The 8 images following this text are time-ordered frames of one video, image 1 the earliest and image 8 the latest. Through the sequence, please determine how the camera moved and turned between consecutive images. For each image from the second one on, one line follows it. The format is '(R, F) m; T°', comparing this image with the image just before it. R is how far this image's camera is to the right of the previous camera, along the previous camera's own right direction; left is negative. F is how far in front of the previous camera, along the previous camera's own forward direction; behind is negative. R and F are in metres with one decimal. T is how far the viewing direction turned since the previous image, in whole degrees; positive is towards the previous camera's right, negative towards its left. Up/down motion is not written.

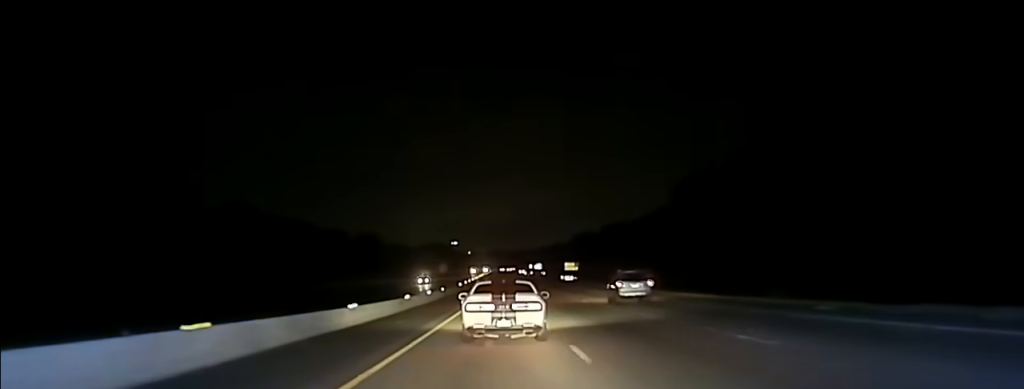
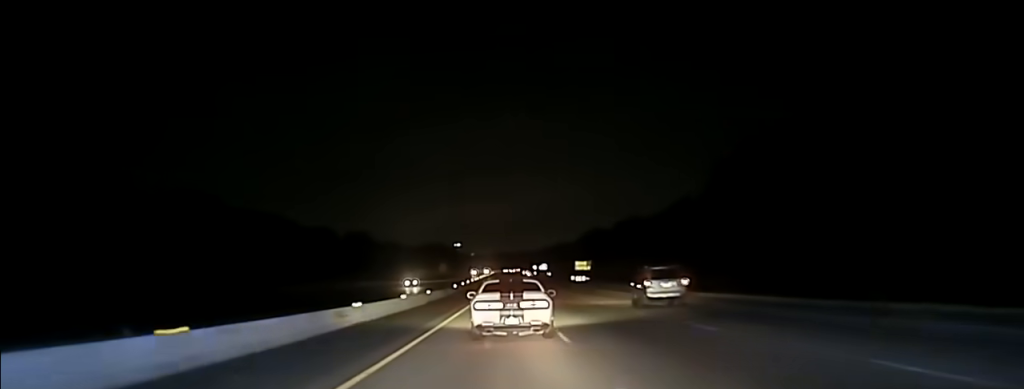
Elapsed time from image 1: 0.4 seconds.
(0.0, +20.5) m; 0°
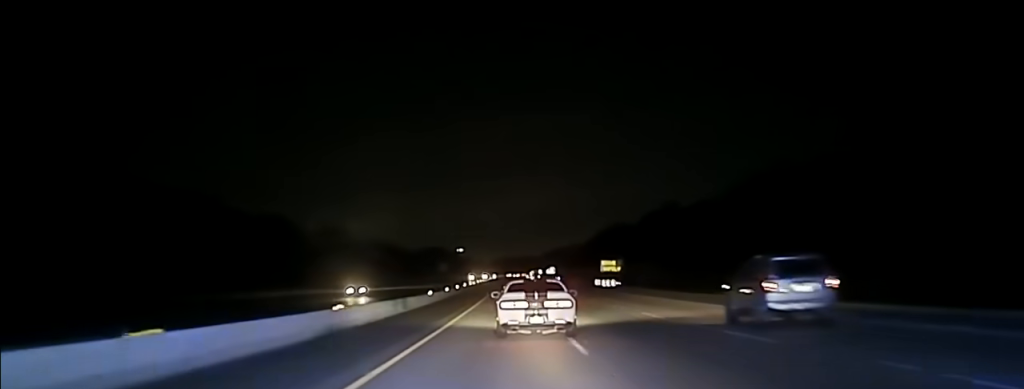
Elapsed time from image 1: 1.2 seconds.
(+0.1, +39.9) m; 0°
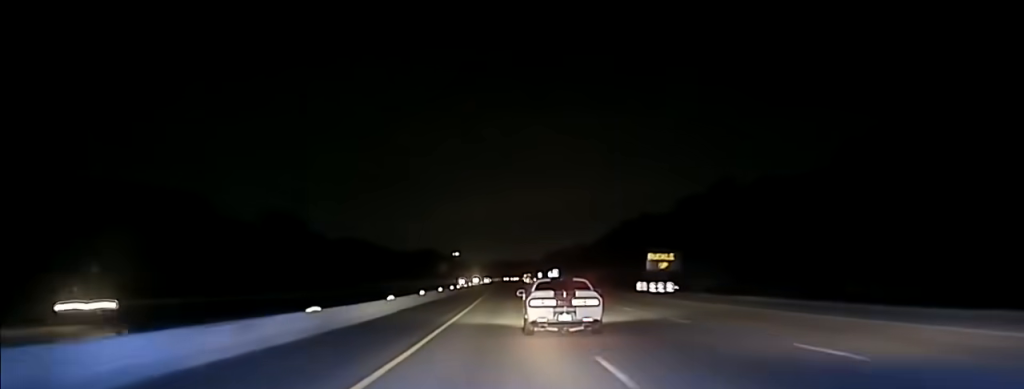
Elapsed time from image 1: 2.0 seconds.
(-0.4, +41.0) m; 0°
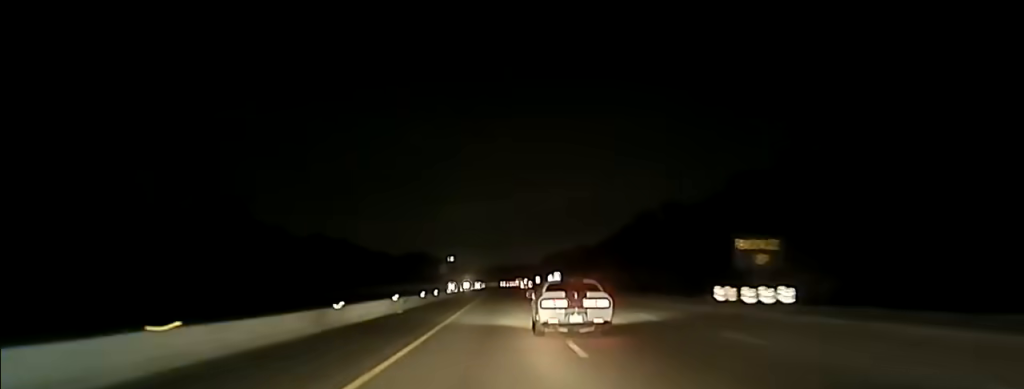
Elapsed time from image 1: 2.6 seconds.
(+0.1, +32.6) m; 0°
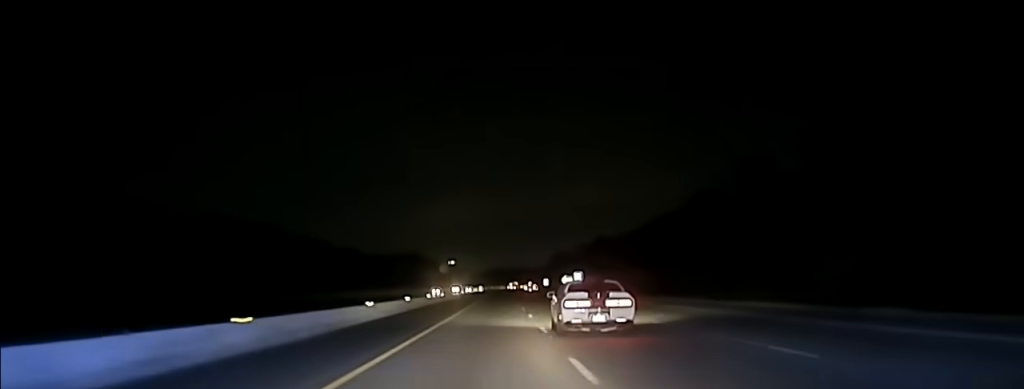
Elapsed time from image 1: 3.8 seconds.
(+0.6, +64.4) m; 0°
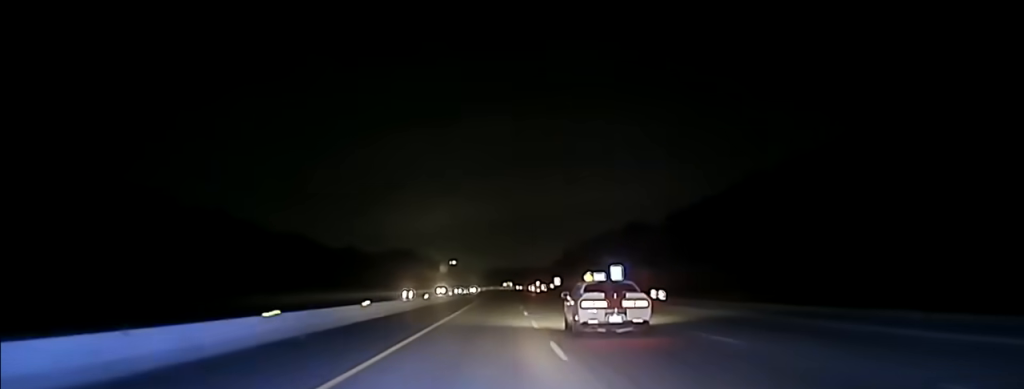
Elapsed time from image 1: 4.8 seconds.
(-0.2, +58.2) m; -1°
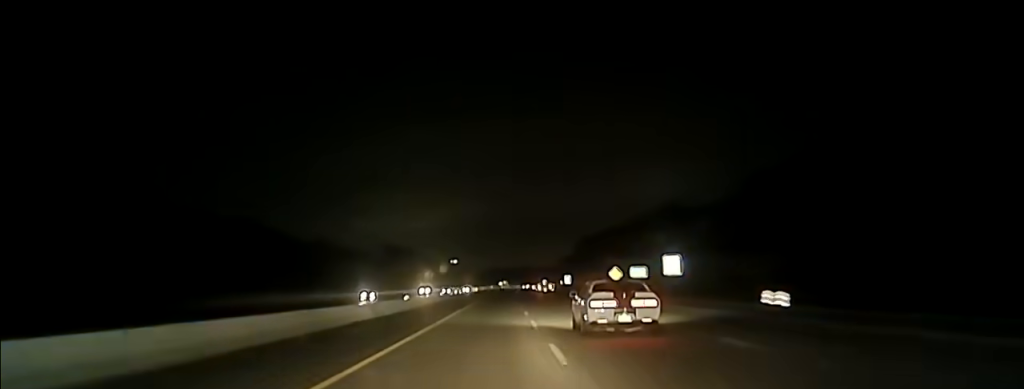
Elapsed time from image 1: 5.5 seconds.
(-0.1, +38.1) m; 0°
